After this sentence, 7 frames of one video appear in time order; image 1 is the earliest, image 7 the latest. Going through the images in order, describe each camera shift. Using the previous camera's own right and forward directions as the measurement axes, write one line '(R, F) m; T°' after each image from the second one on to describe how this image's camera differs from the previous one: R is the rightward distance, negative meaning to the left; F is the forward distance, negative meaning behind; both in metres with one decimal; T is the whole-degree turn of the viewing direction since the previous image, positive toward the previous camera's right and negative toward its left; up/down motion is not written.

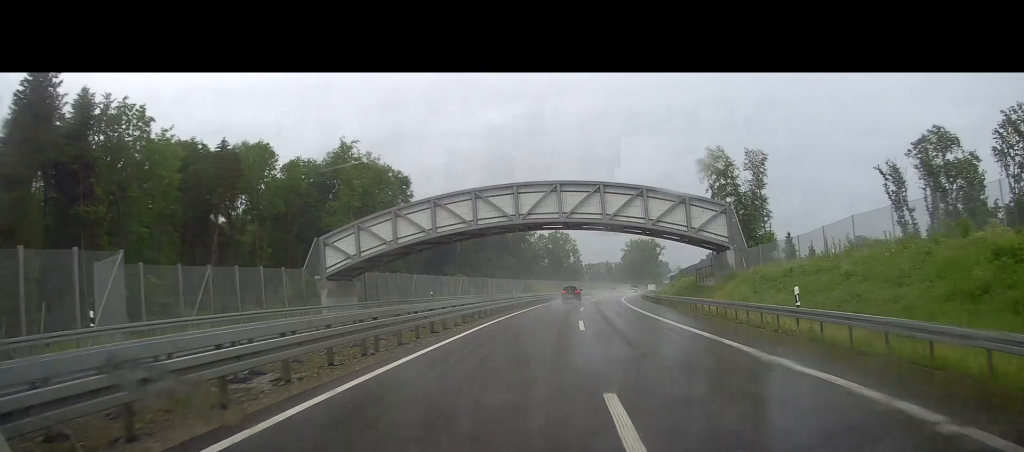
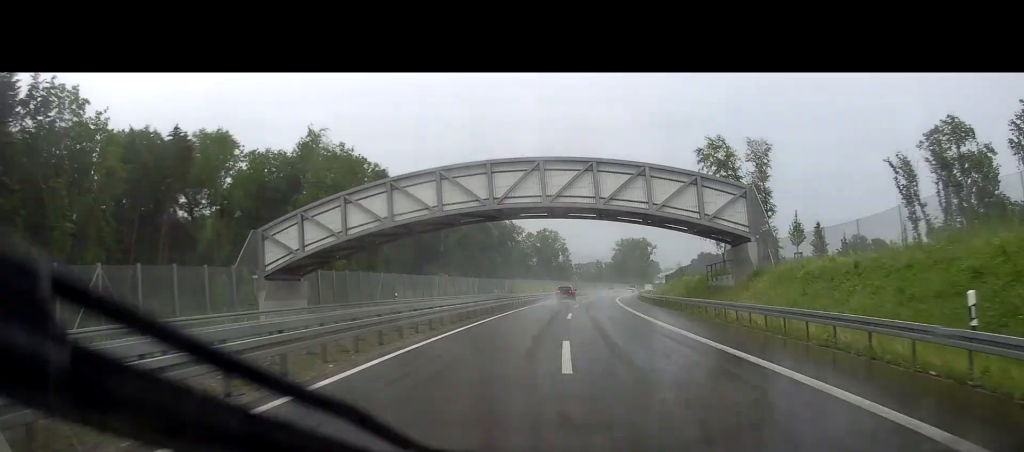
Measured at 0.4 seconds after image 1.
(+0.1, +10.1) m; +1°
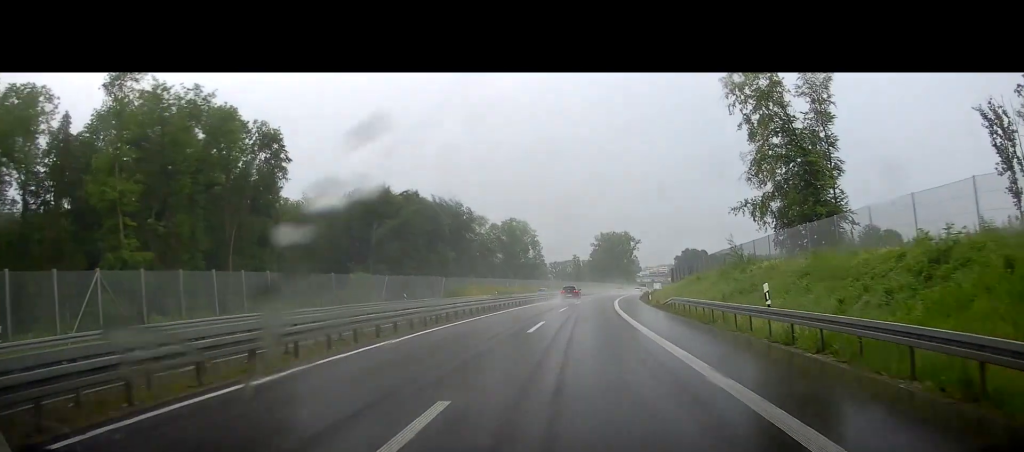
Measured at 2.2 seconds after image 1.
(+2.0, +44.5) m; +4°
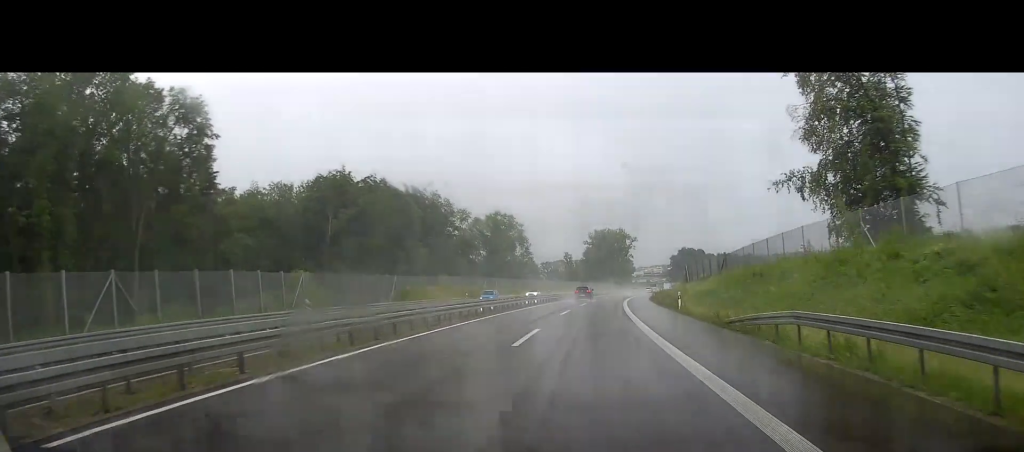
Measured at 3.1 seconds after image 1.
(+0.4, +22.7) m; +1°
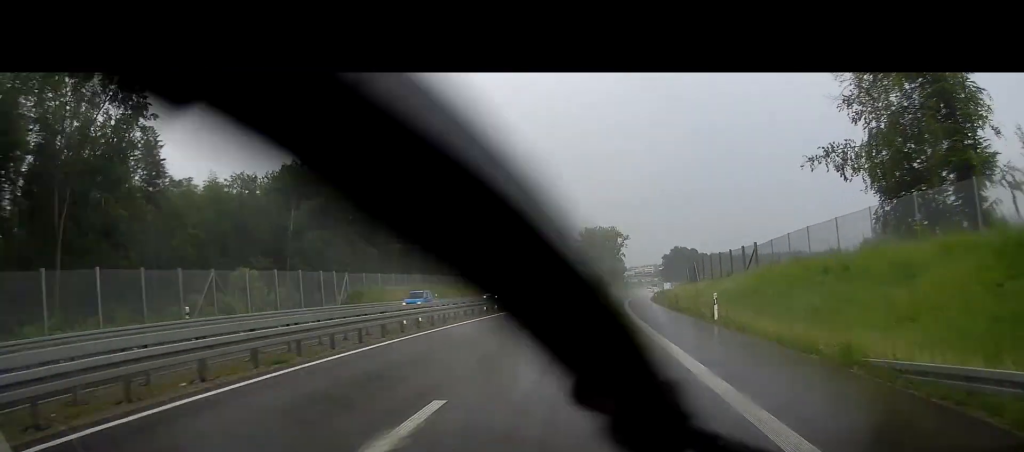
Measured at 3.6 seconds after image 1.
(+0.2, +13.4) m; 0°
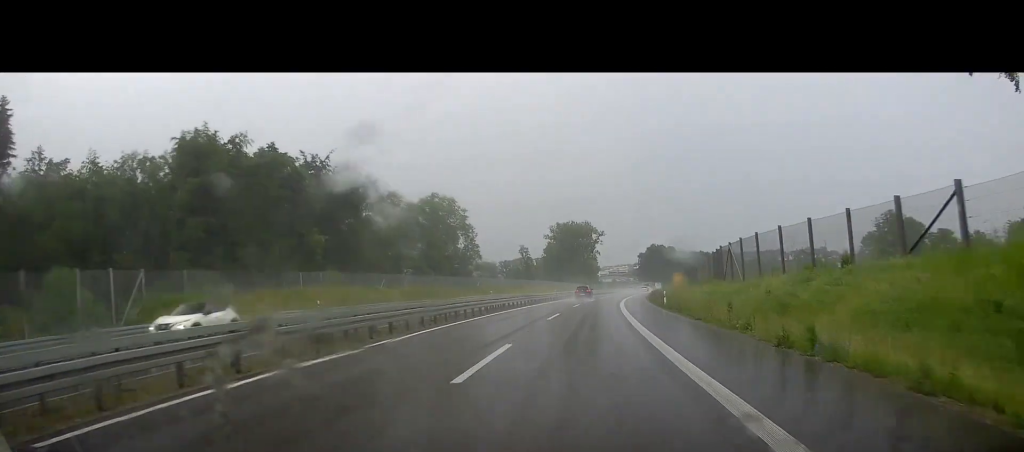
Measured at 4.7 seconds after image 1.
(-0.3, +28.4) m; +1°
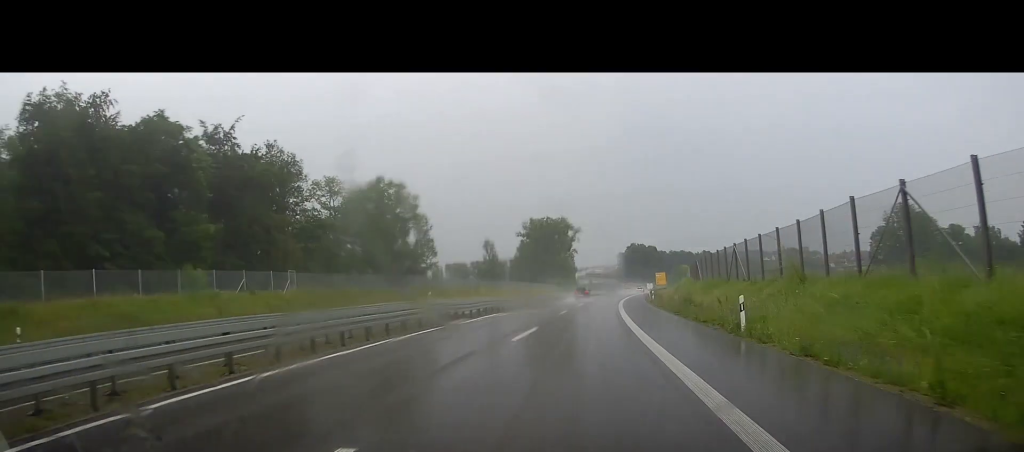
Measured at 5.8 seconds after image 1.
(+0.7, +27.5) m; +2°
